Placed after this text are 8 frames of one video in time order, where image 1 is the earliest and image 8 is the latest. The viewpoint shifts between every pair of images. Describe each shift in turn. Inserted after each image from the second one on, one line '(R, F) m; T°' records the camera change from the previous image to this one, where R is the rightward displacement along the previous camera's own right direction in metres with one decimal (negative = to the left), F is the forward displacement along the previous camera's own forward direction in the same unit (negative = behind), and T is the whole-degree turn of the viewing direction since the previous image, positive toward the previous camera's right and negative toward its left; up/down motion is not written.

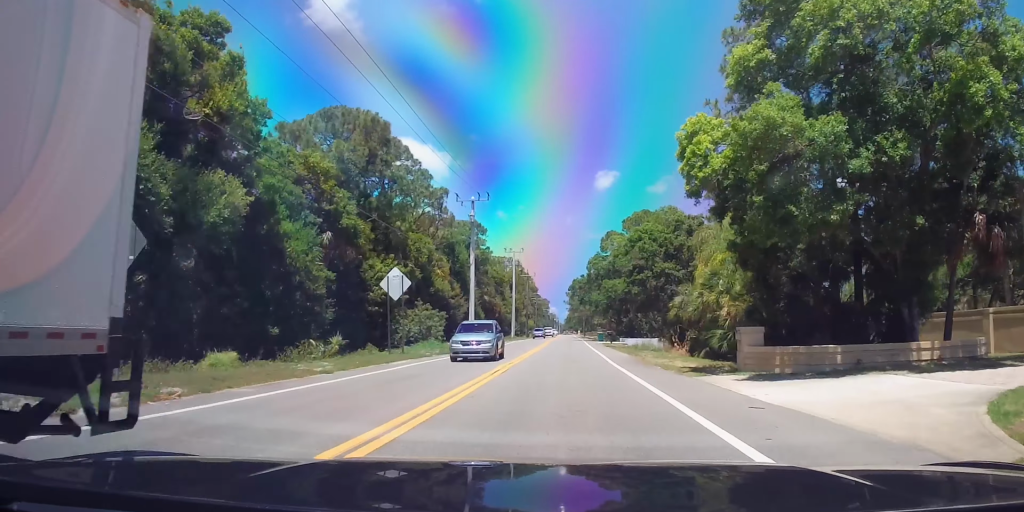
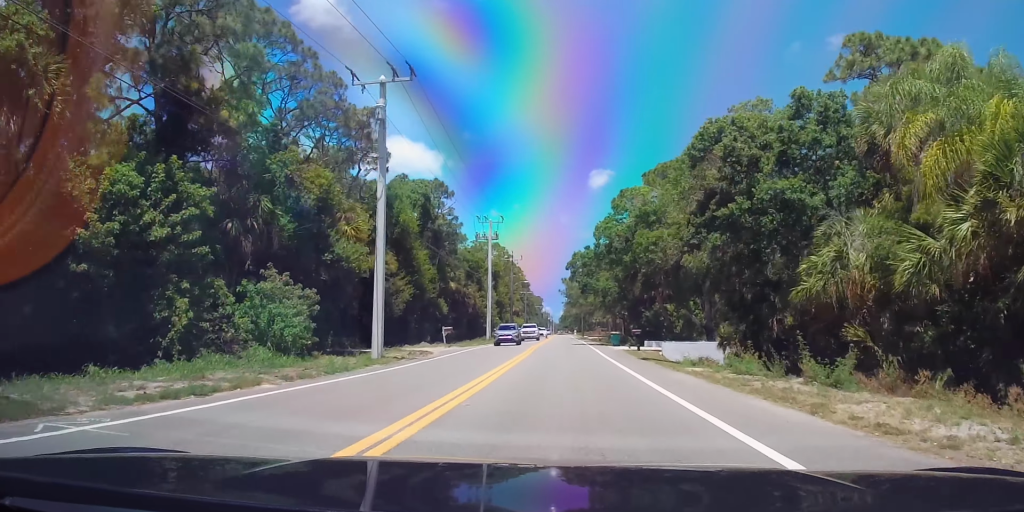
(-0.7, +24.4) m; -1°
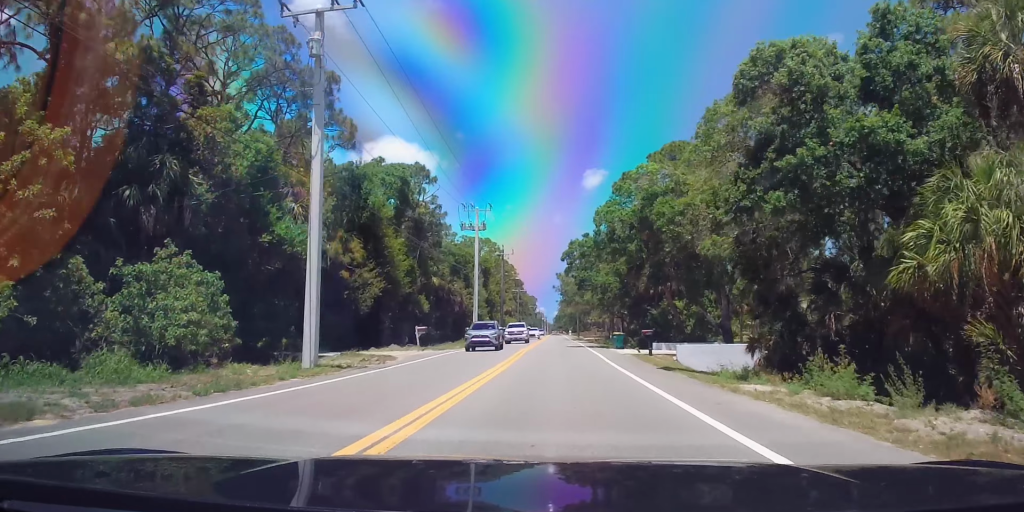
(+0.2, +6.4) m; +1°
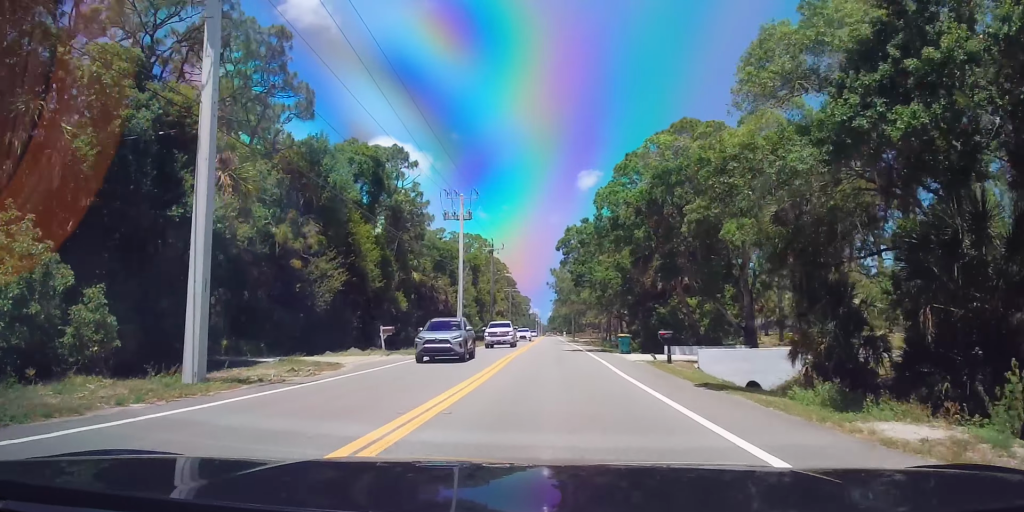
(+0.1, +6.0) m; +1°
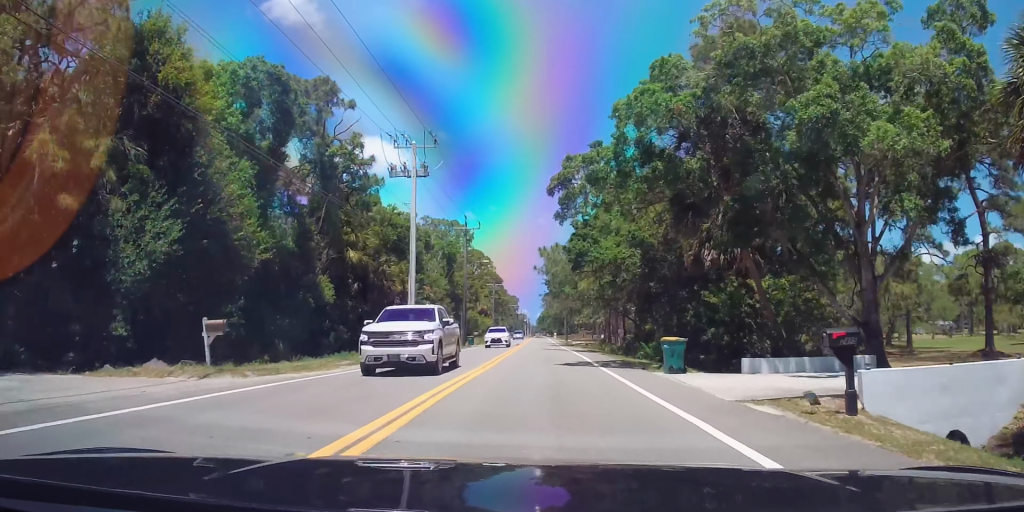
(0.0, +14.9) m; 0°
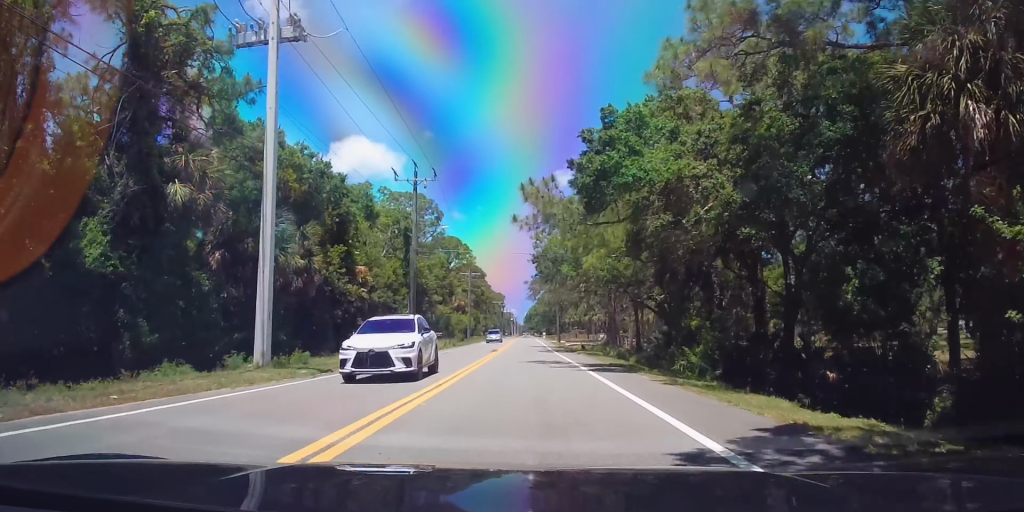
(0.0, +18.9) m; 0°
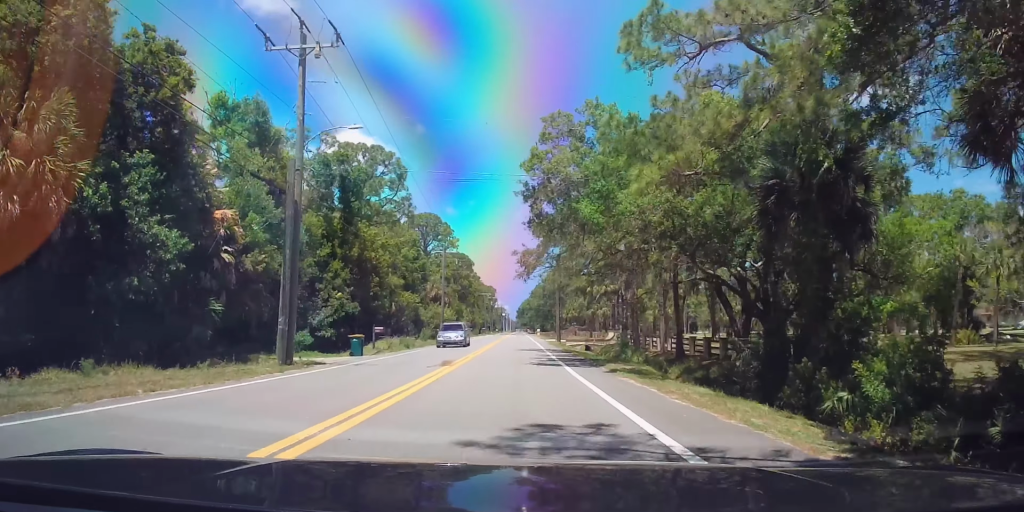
(0.0, +19.7) m; 0°
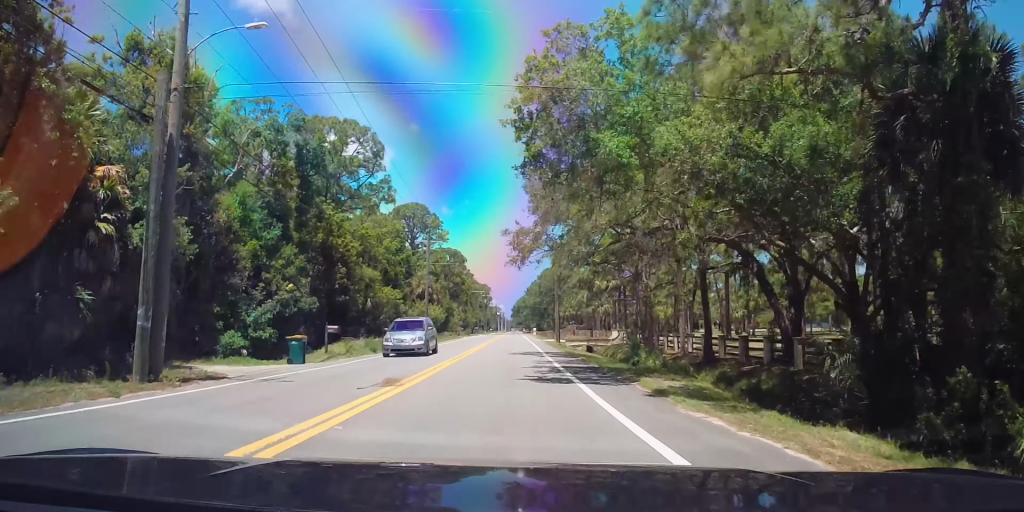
(0.0, +7.8) m; 0°
